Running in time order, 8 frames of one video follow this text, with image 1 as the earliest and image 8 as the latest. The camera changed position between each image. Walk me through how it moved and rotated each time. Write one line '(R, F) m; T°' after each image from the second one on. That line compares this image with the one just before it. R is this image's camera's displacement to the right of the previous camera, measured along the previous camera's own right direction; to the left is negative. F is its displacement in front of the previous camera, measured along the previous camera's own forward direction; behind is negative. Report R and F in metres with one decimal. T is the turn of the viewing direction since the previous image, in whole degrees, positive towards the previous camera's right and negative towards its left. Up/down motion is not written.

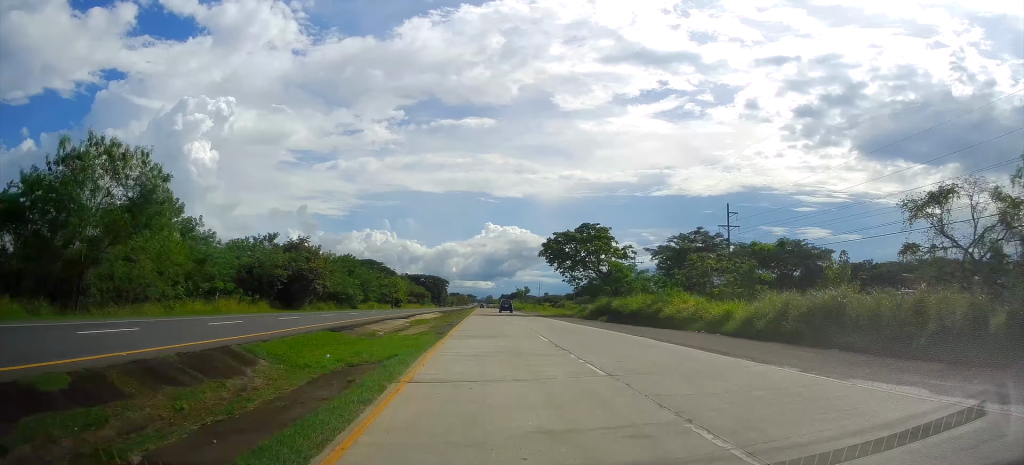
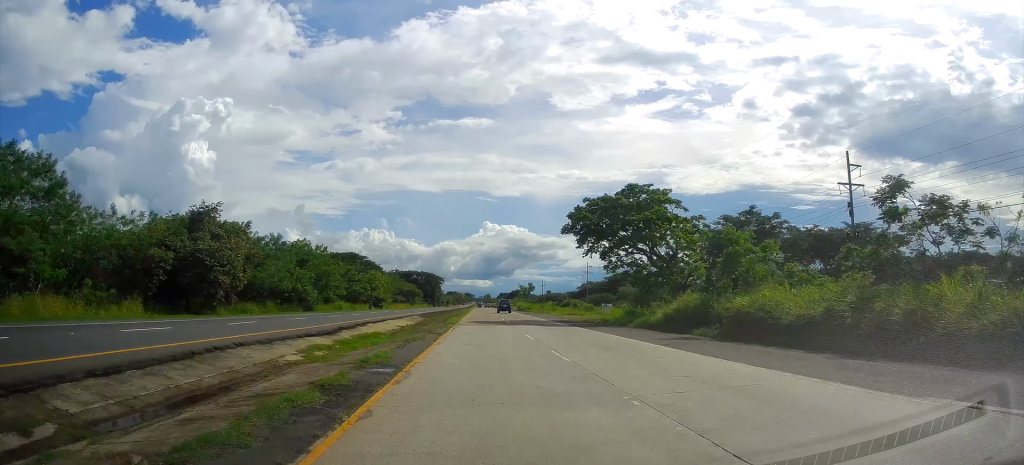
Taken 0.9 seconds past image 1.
(-0.1, +23.1) m; 0°
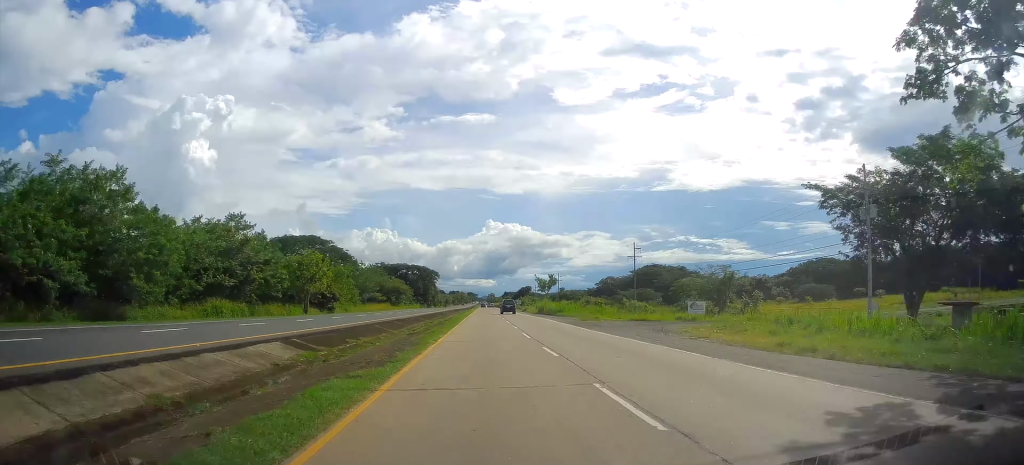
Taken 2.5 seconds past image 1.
(-0.1, +40.0) m; 0°
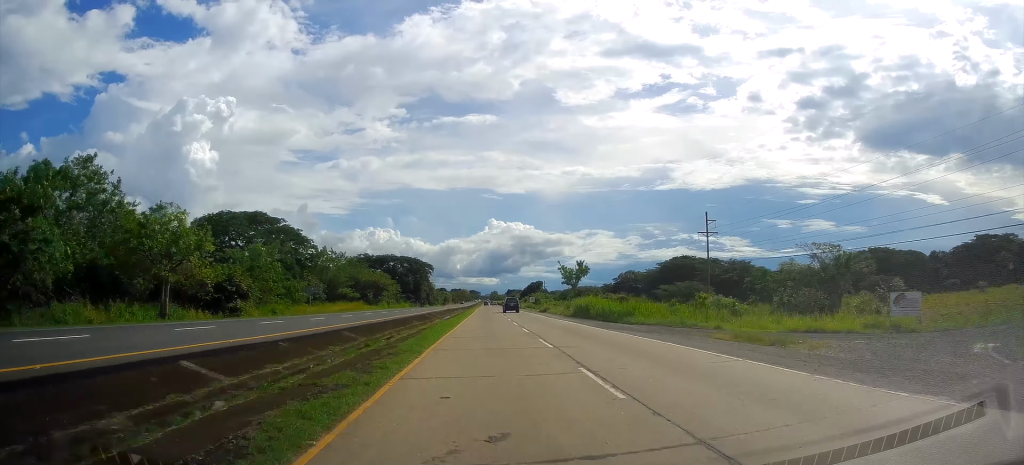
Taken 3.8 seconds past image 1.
(+0.2, +31.8) m; 0°
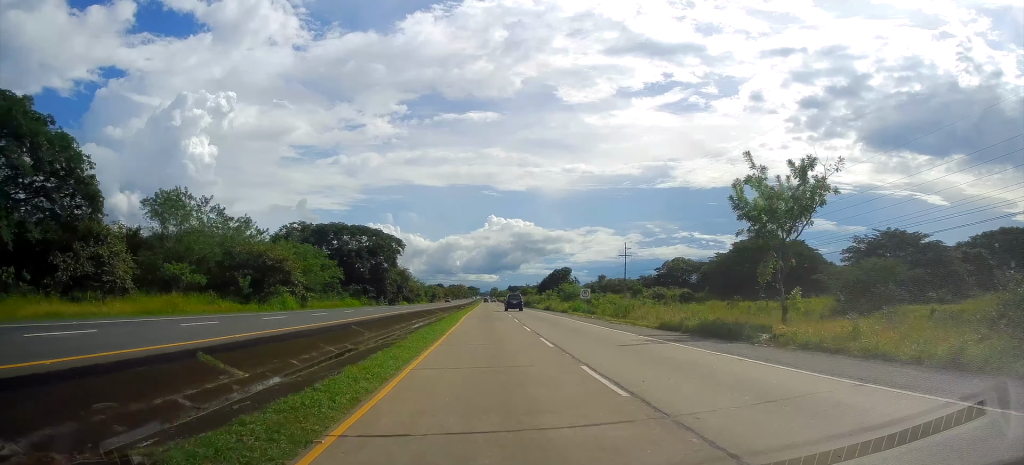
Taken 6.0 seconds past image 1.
(-0.2, +56.8) m; -1°
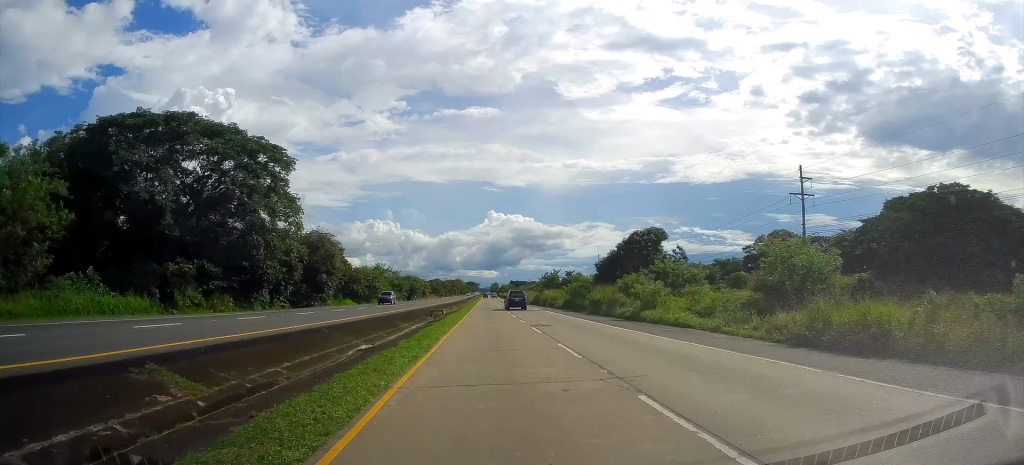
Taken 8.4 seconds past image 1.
(-0.5, +59.1) m; 0°
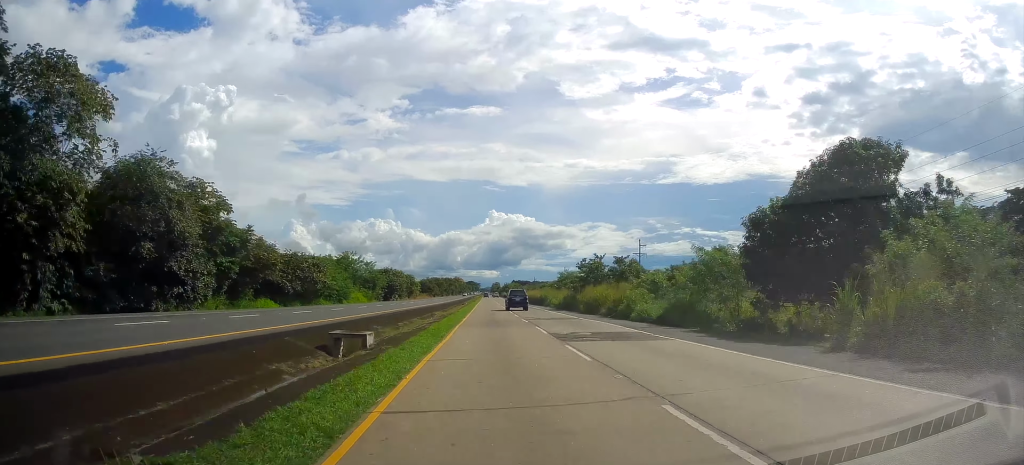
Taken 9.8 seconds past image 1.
(+0.2, +30.7) m; 0°
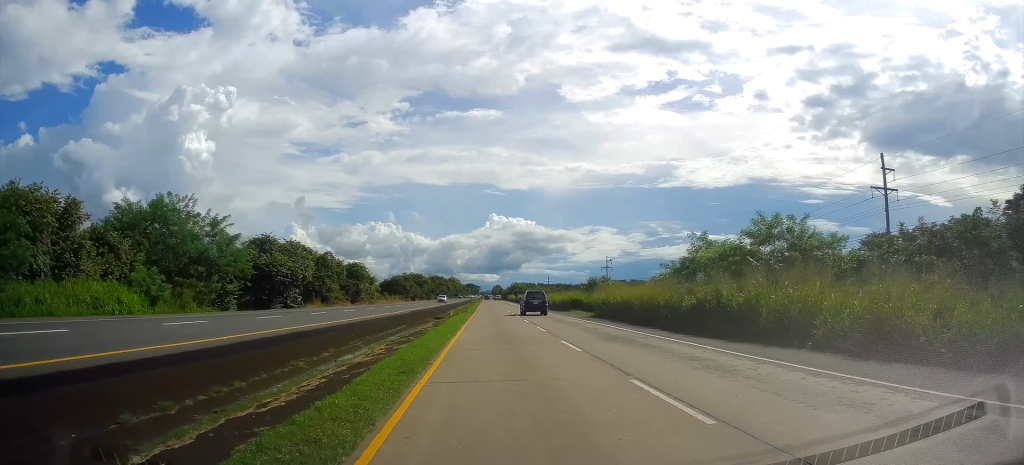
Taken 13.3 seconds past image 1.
(+0.5, +78.4) m; +1°
